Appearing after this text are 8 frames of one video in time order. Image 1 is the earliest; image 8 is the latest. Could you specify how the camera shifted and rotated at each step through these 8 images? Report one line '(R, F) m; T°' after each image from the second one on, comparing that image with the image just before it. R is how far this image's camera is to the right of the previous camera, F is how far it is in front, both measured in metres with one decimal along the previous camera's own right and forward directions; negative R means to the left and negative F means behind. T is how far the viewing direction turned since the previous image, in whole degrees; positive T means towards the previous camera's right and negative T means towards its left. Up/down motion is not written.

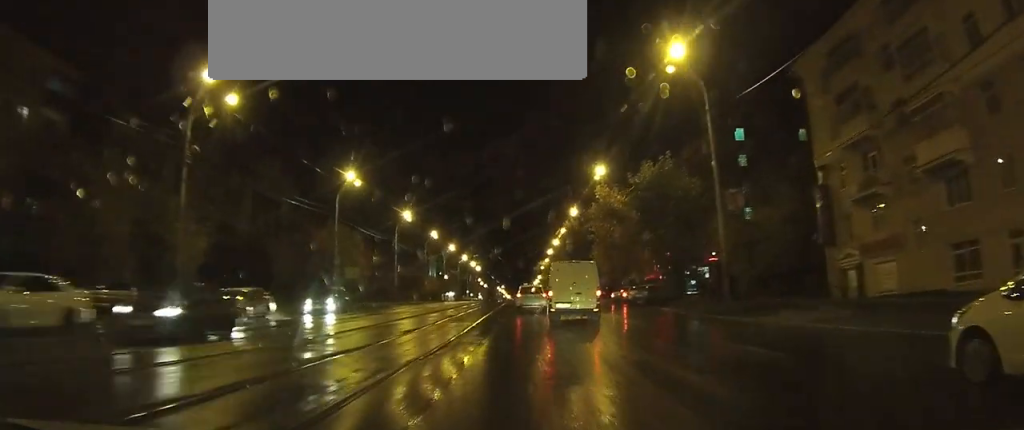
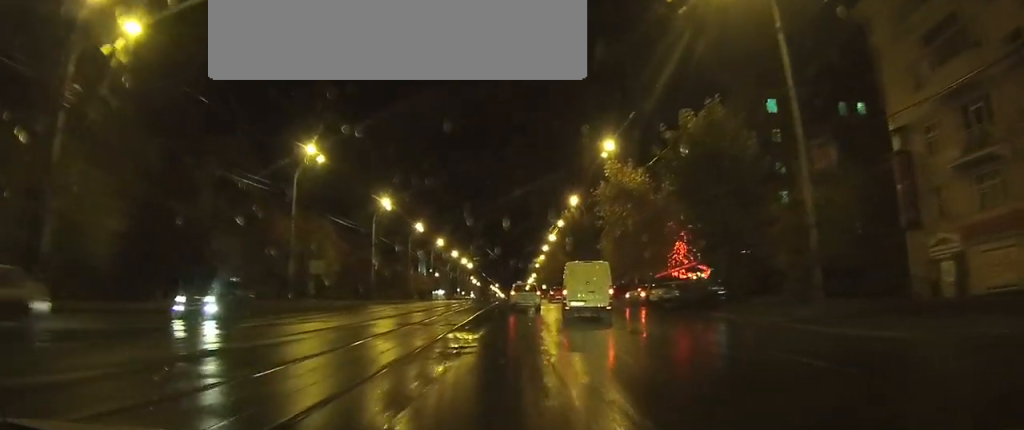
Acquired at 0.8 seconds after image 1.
(0.0, +10.5) m; 0°
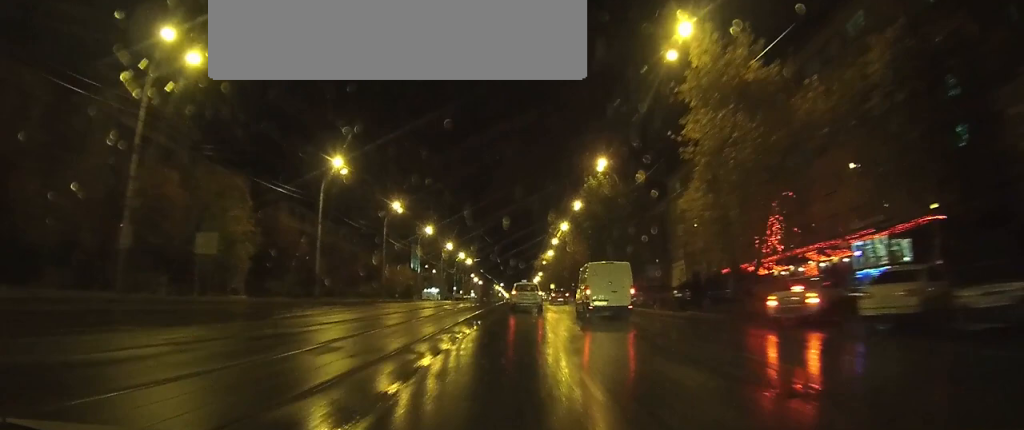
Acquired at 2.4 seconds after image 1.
(0.0, +23.3) m; 0°
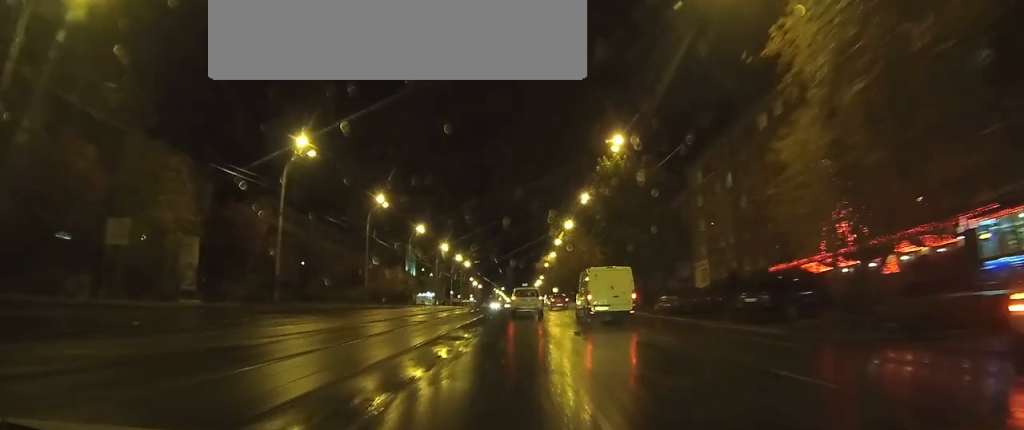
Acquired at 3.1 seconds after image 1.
(0.0, +9.4) m; 0°
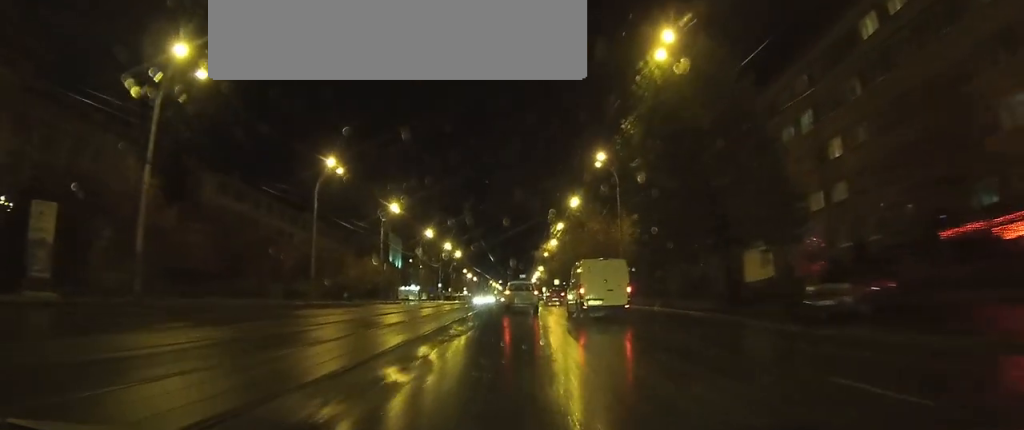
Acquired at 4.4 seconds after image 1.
(0.0, +17.6) m; 0°
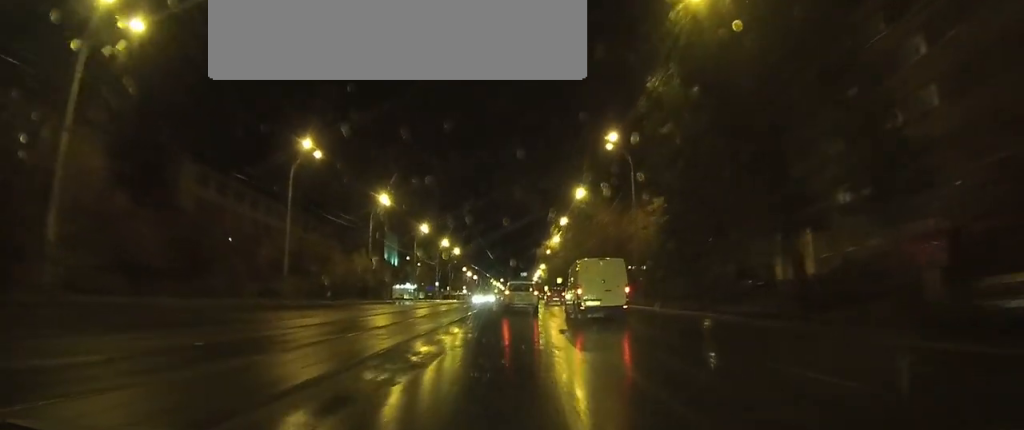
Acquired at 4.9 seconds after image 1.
(0.0, +6.8) m; 0°
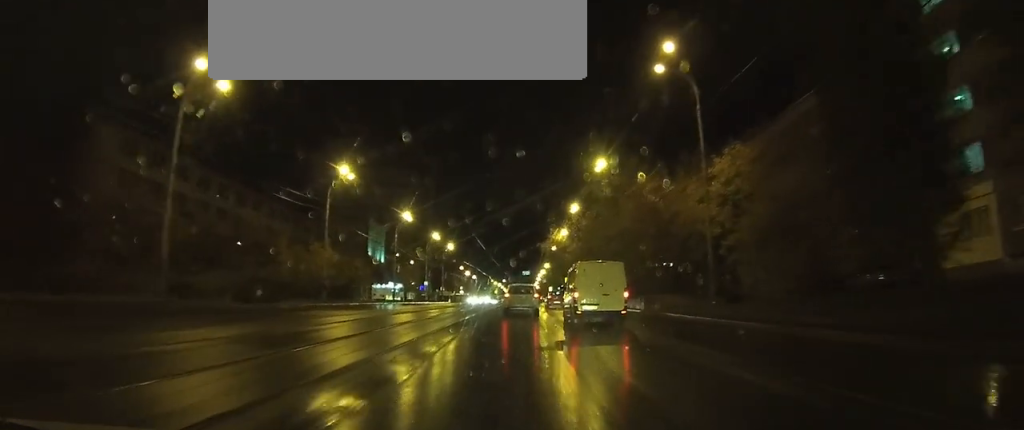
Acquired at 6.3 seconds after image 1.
(0.0, +18.7) m; 0°
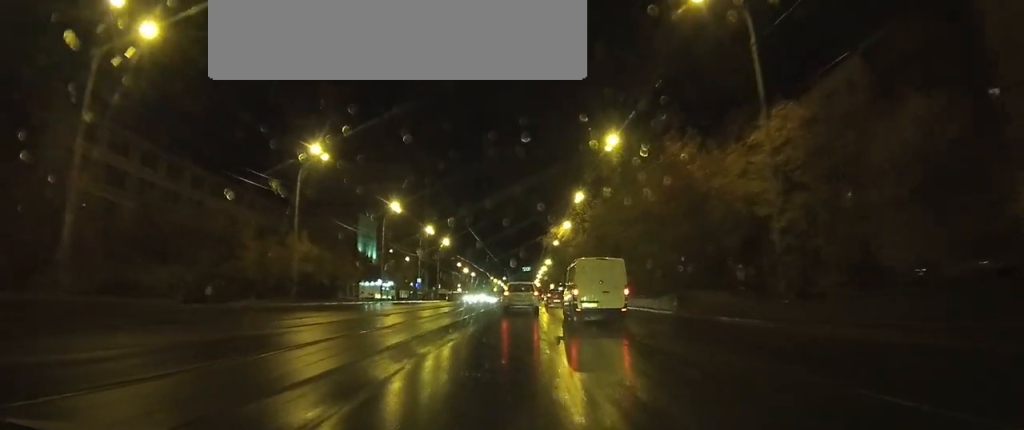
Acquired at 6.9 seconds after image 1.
(0.0, +8.2) m; 0°
